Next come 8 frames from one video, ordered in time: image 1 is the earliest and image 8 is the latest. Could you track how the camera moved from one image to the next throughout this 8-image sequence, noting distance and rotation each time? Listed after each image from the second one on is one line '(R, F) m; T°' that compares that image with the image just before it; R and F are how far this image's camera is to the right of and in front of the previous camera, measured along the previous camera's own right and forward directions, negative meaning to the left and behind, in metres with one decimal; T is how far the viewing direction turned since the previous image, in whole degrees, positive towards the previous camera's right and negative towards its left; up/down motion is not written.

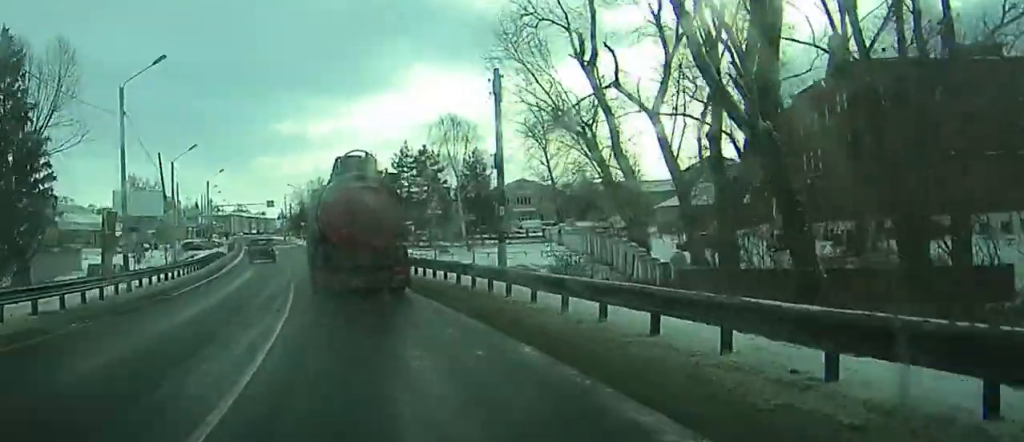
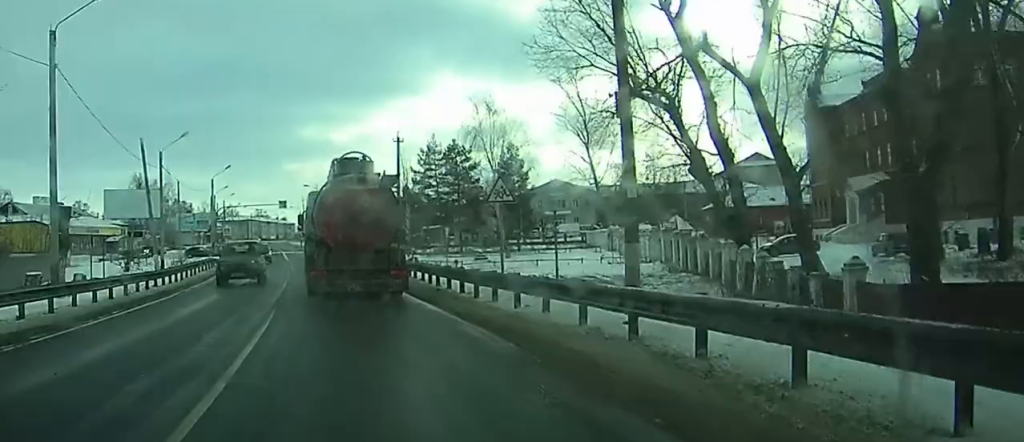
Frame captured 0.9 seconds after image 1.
(-0.1, +12.5) m; 0°
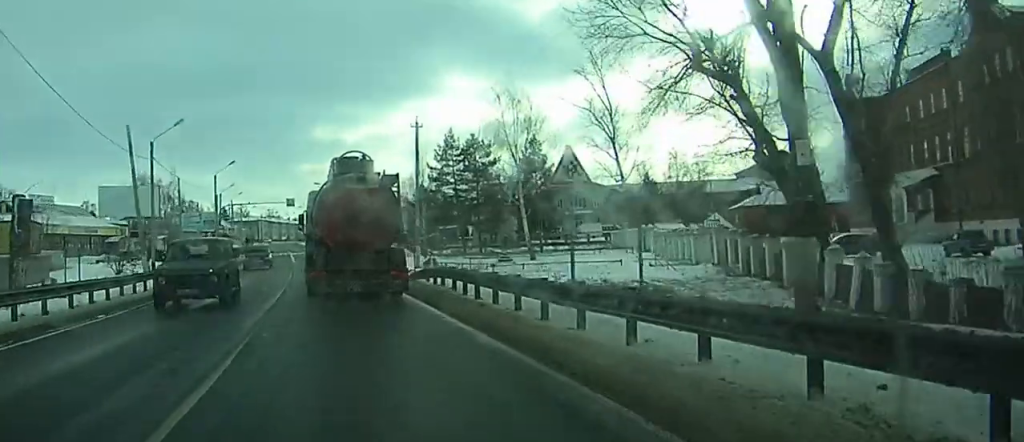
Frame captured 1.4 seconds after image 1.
(0.0, +6.6) m; 0°
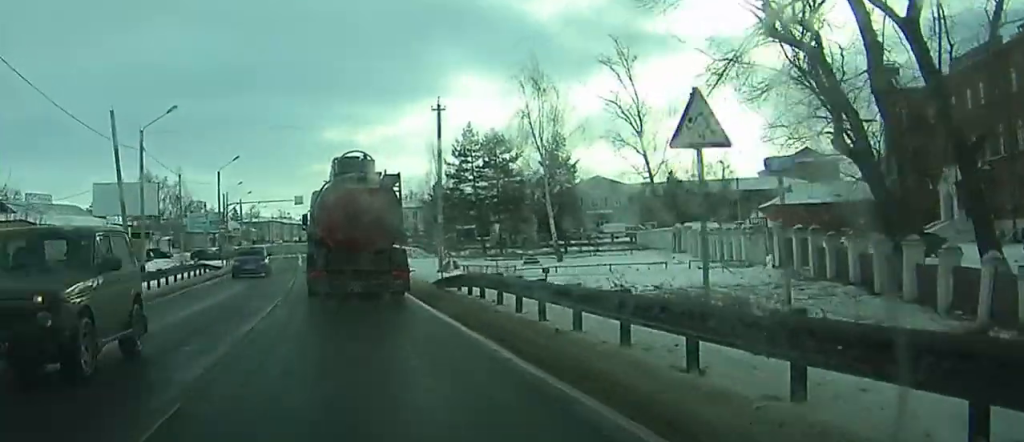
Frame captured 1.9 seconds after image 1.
(0.0, +6.1) m; 0°
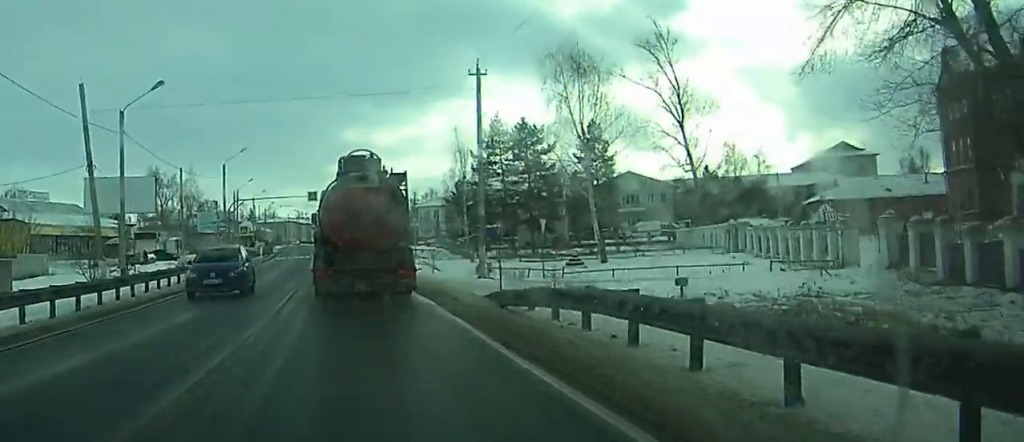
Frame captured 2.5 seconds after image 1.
(0.0, +8.3) m; 0°
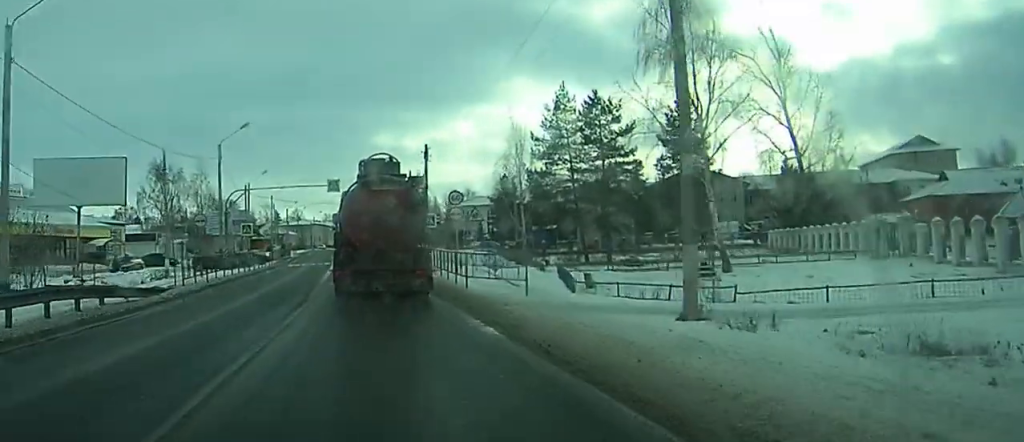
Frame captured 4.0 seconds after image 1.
(+0.2, +19.2) m; +2°
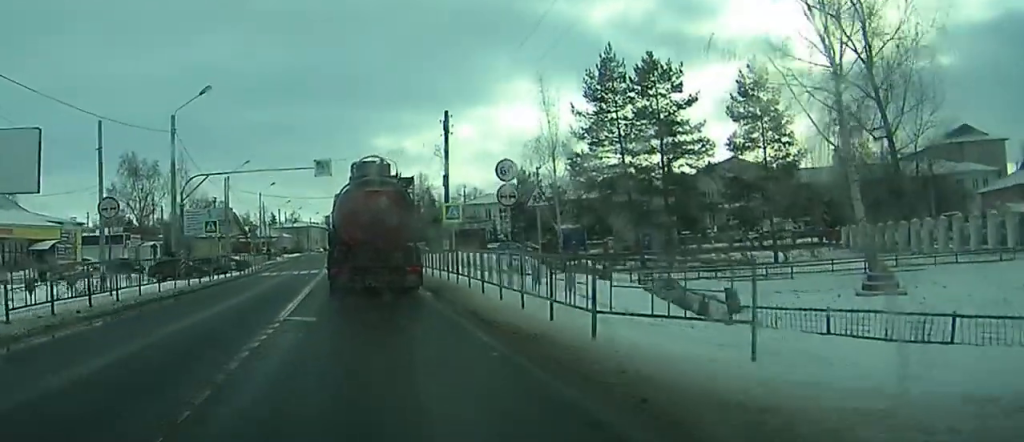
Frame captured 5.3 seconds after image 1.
(+0.1, +16.6) m; -1°
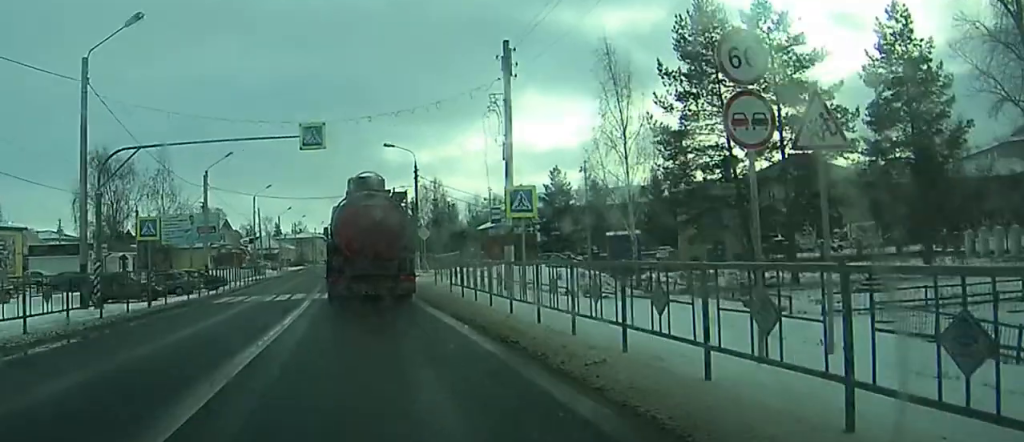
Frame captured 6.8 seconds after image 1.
(-0.6, +17.7) m; -6°
